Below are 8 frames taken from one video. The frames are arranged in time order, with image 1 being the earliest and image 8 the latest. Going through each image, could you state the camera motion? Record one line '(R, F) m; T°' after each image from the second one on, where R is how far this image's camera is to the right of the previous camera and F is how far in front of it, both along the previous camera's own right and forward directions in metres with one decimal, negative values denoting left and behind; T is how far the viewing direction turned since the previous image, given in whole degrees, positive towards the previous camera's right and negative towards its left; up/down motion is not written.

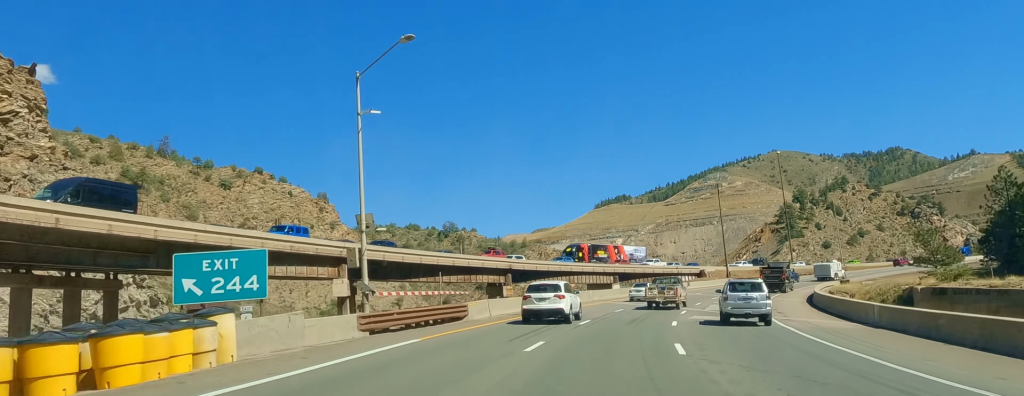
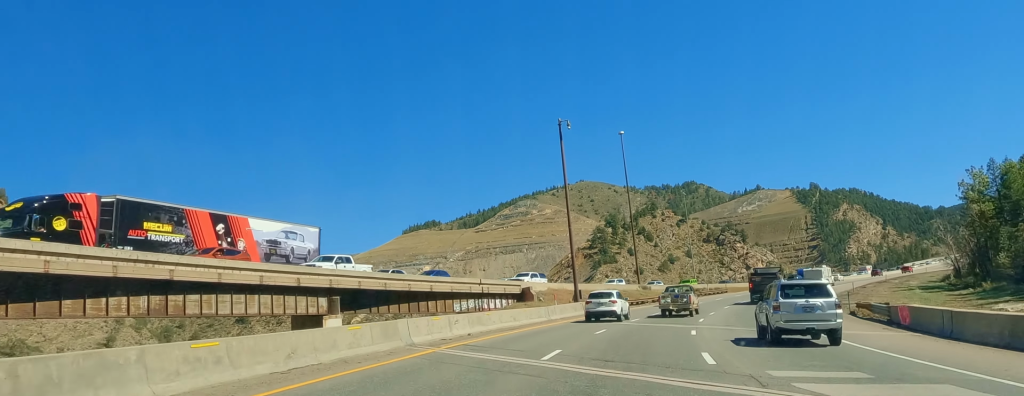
(+7.2, +59.8) m; +18°
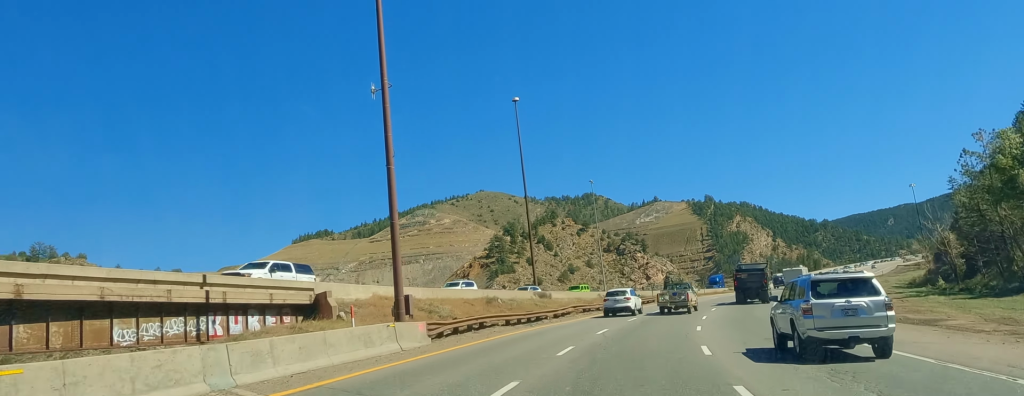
(+4.8, +31.1) m; +8°
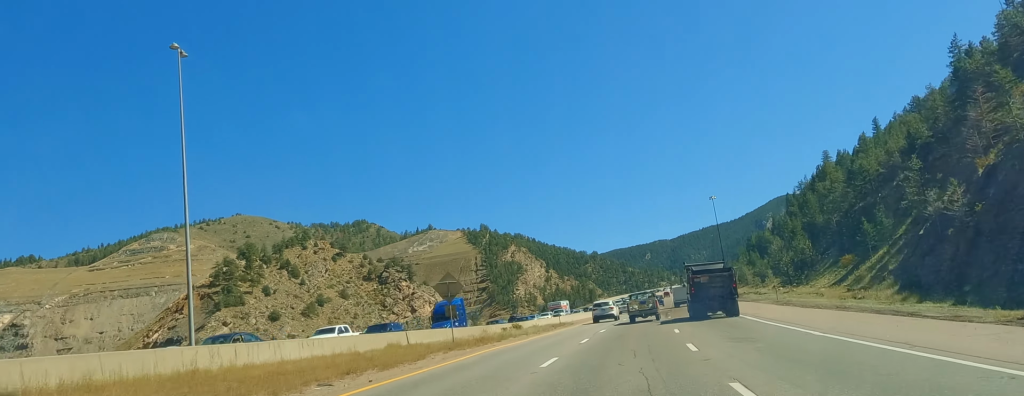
(+9.5, +75.1) m; +13°
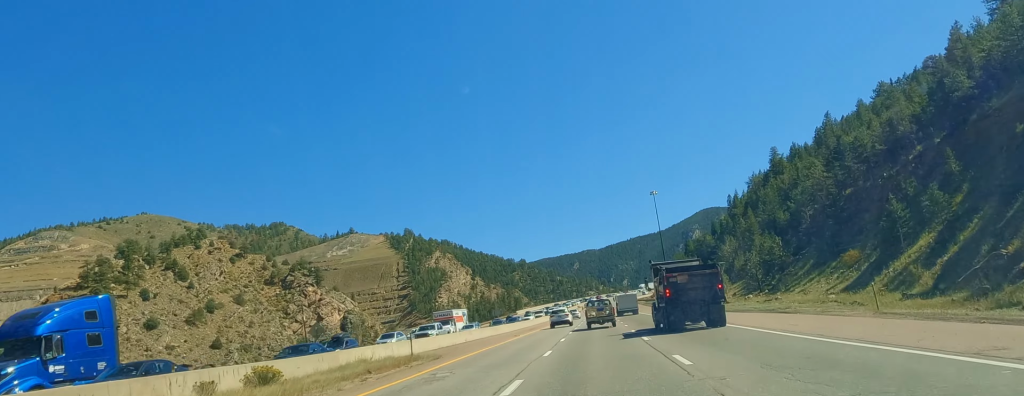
(+2.3, +37.1) m; +3°
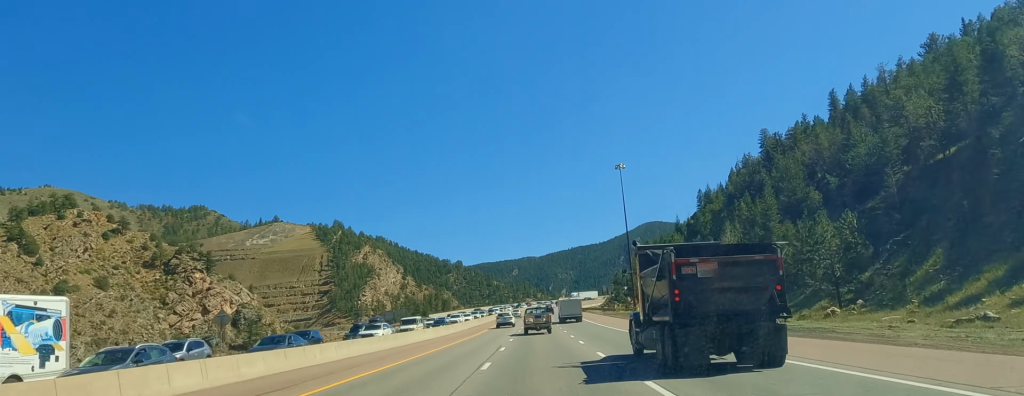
(0.0, +58.3) m; 0°
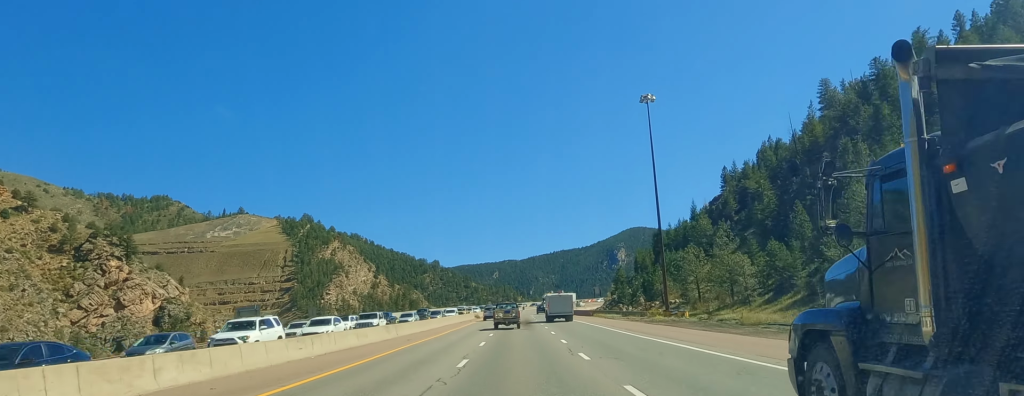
(-0.2, +54.9) m; 0°
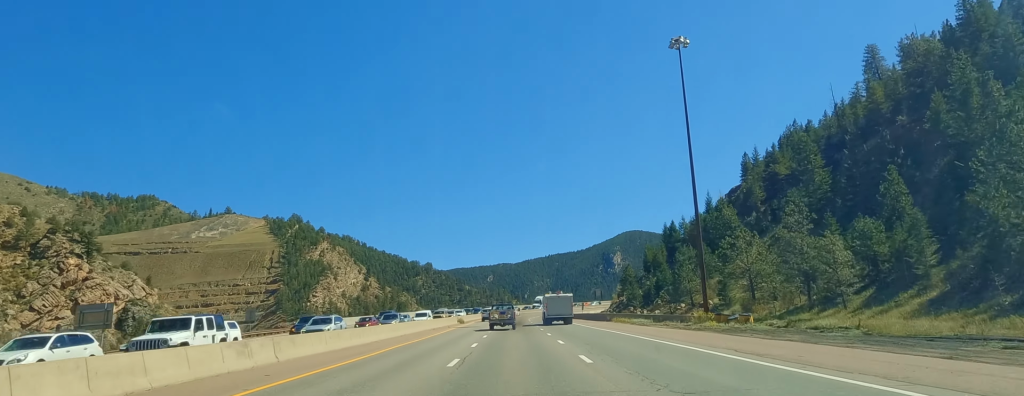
(-0.3, +23.4) m; 0°
